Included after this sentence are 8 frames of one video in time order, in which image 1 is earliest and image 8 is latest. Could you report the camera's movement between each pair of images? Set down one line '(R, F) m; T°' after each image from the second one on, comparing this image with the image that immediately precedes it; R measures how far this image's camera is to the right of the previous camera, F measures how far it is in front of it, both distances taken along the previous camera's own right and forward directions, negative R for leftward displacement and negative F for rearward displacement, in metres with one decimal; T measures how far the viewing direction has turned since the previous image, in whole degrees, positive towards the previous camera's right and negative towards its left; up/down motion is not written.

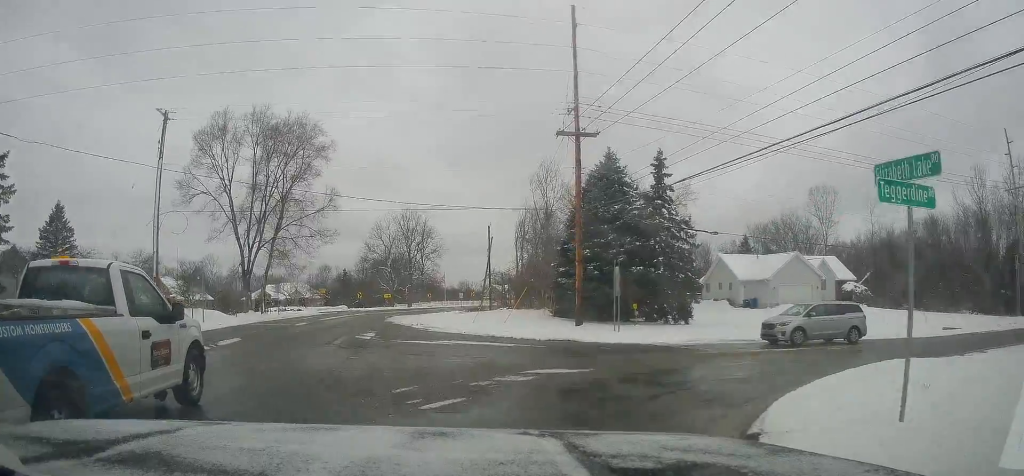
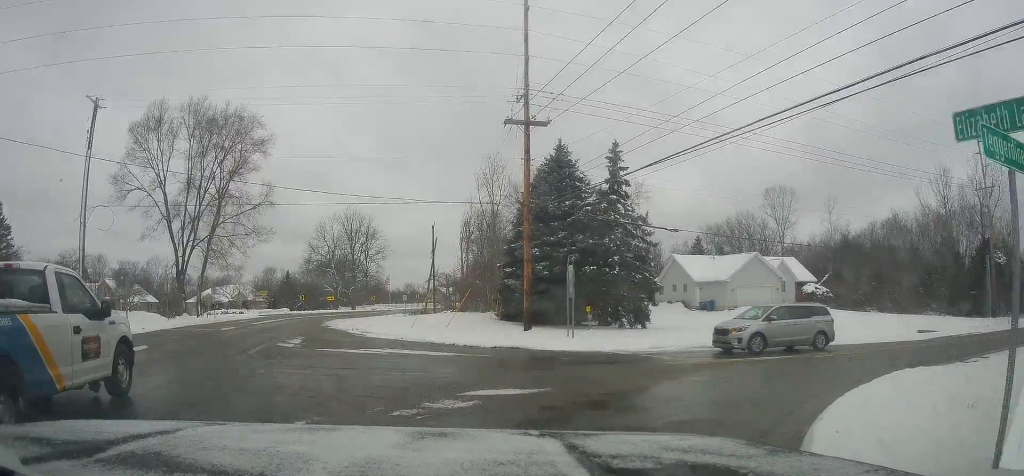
(-0.1, +2.6) m; +5°
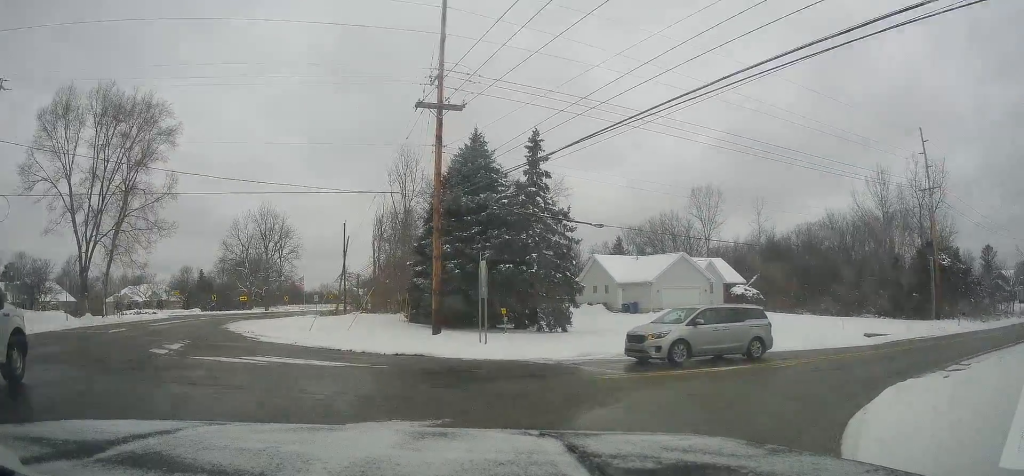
(0.0, +2.5) m; +6°
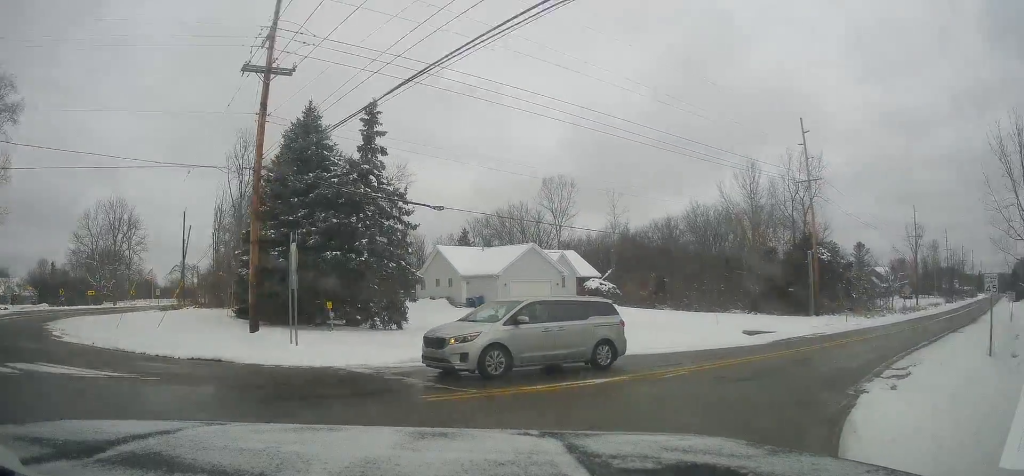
(+0.4, +3.2) m; +11°
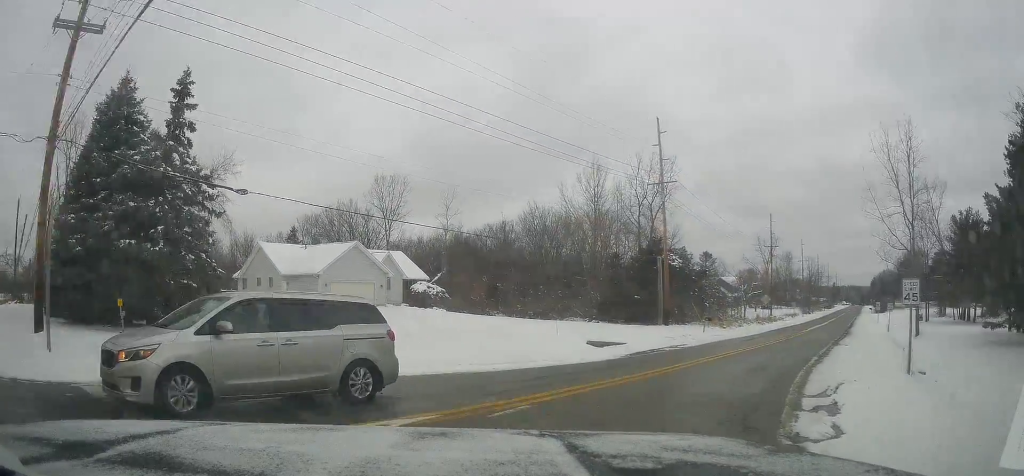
(+0.3, +3.5) m; +15°
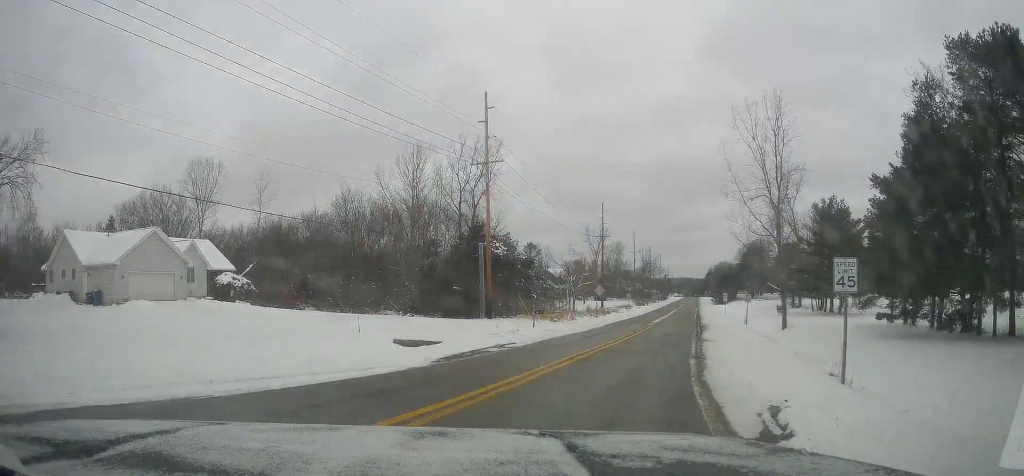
(+0.4, +4.4) m; +19°
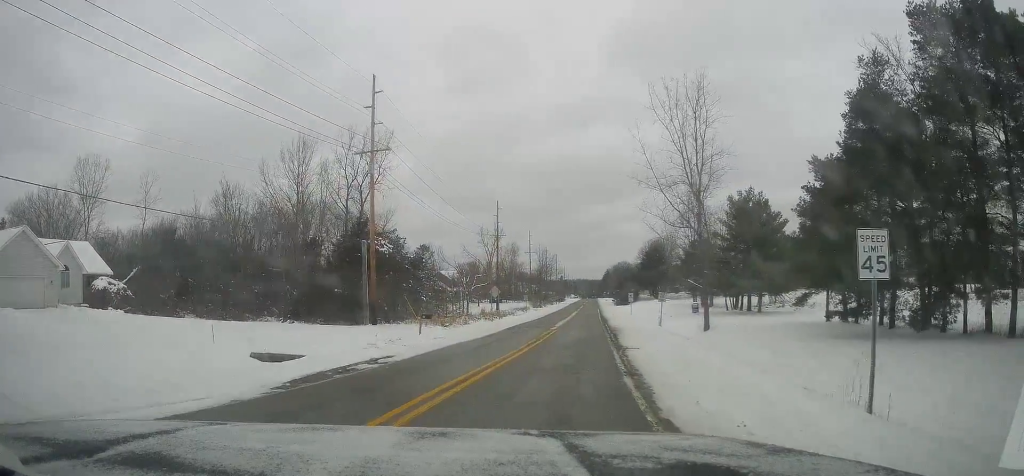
(+0.9, +3.9) m; +13°
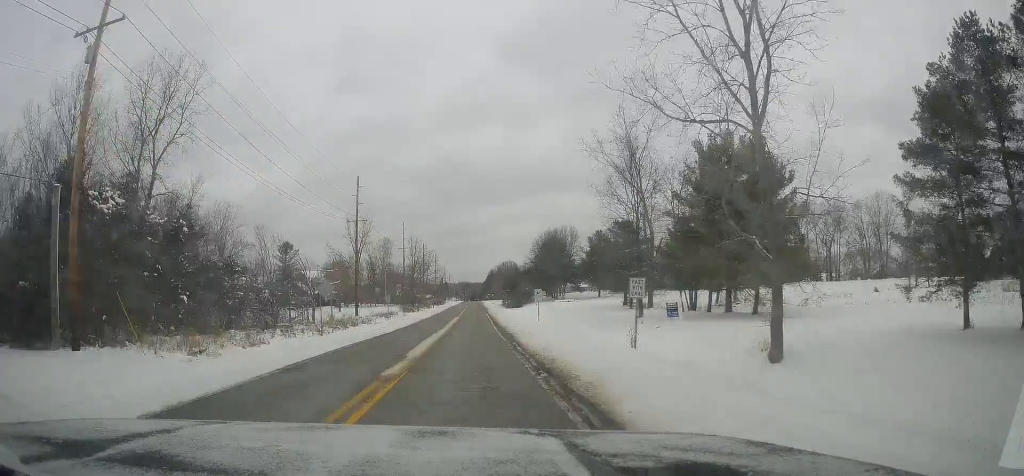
(+5.0, +19.7) m; +18°
